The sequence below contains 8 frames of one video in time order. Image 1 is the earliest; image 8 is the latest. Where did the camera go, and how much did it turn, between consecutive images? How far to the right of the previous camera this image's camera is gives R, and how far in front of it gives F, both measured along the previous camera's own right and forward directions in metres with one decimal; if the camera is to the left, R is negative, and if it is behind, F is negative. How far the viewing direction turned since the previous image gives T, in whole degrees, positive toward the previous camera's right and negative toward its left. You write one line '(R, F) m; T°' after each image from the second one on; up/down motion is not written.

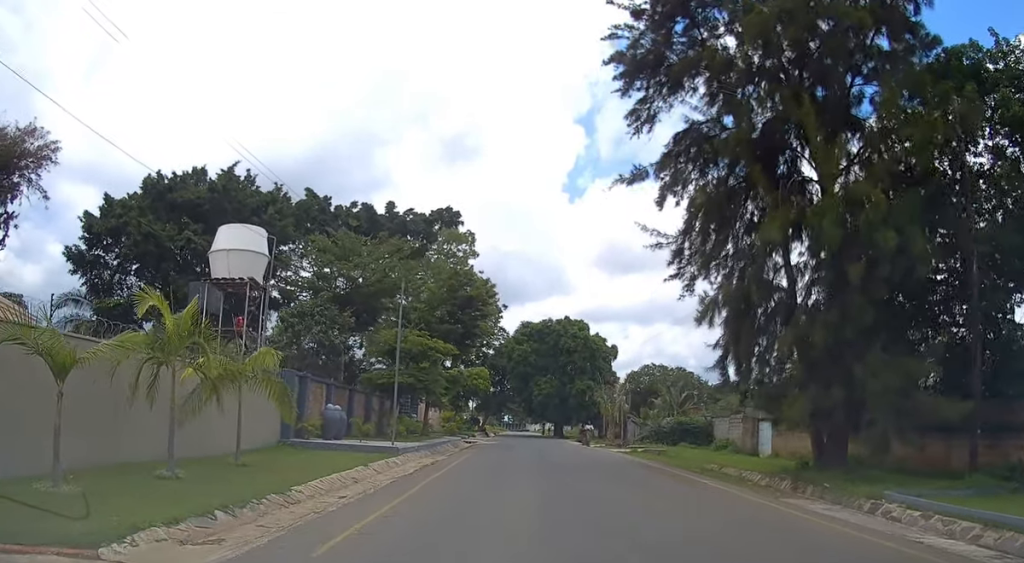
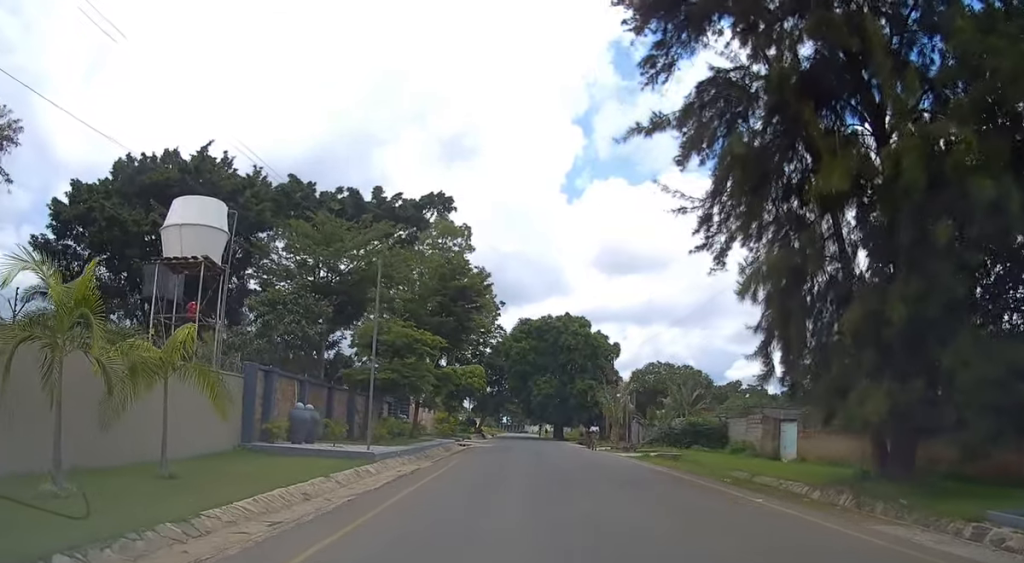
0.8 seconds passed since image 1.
(-0.1, +3.3) m; -1°
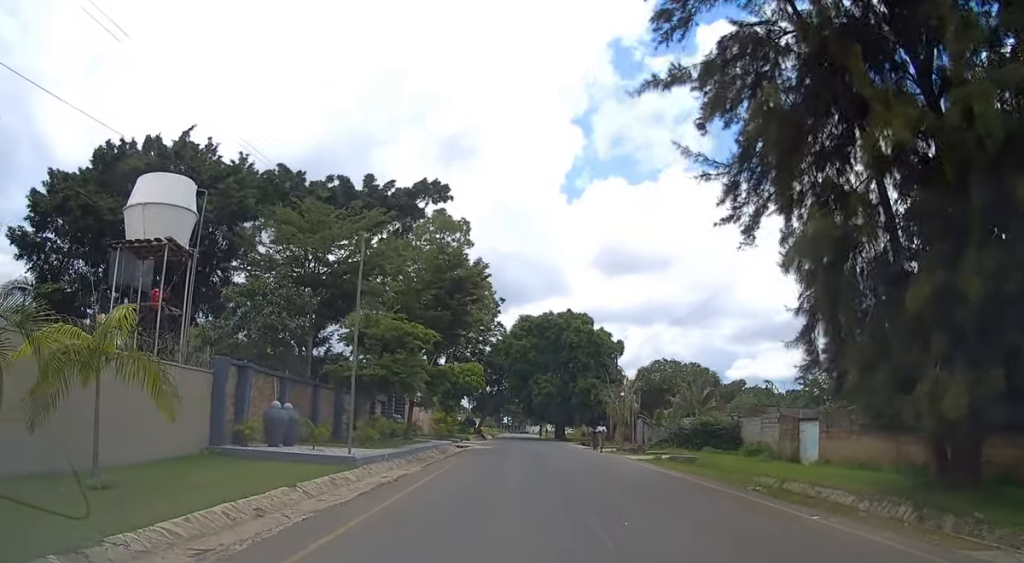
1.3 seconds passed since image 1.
(0.0, +2.3) m; 0°
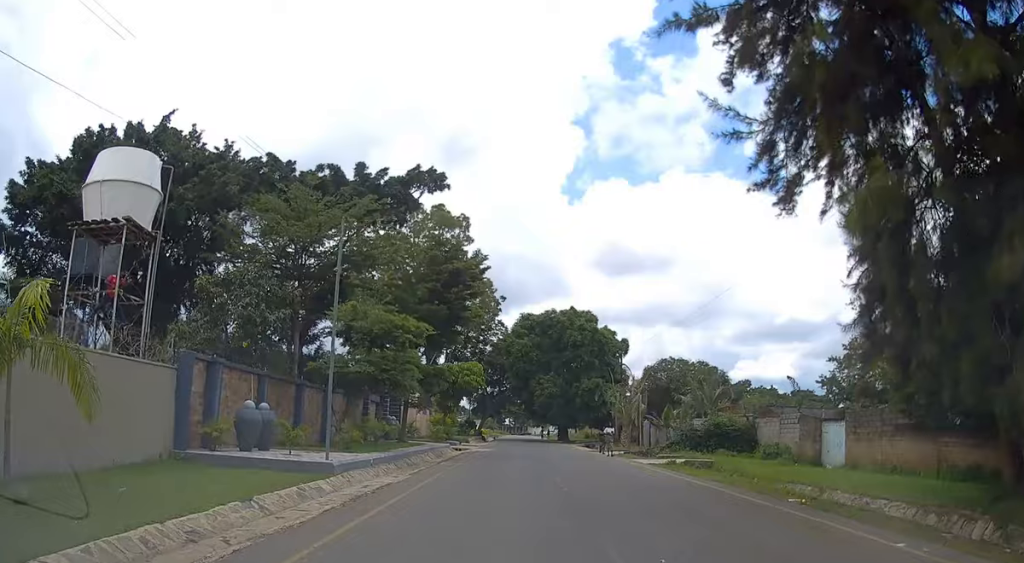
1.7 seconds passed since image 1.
(0.0, +2.2) m; 0°
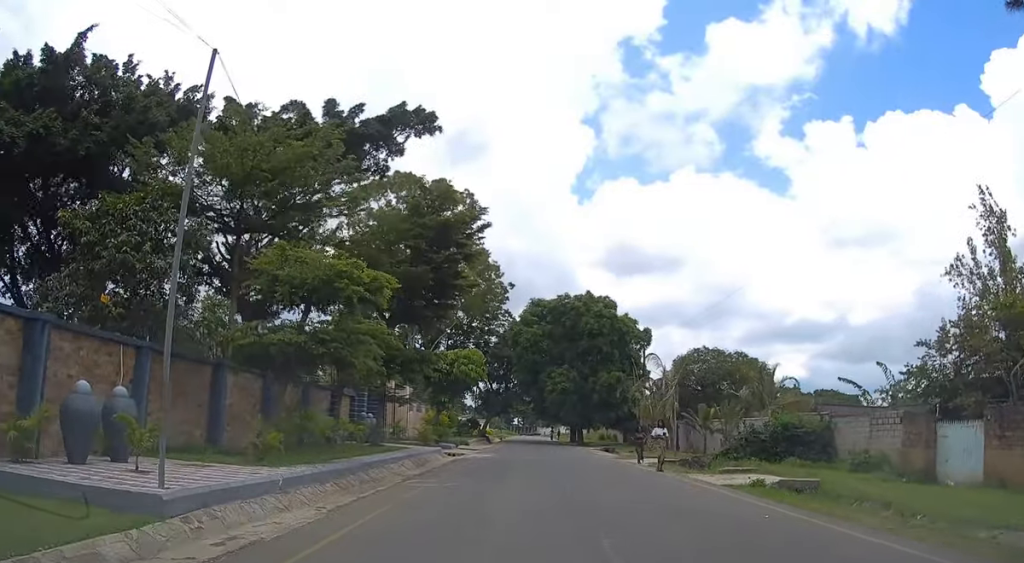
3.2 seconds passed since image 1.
(-0.1, +8.2) m; -1°
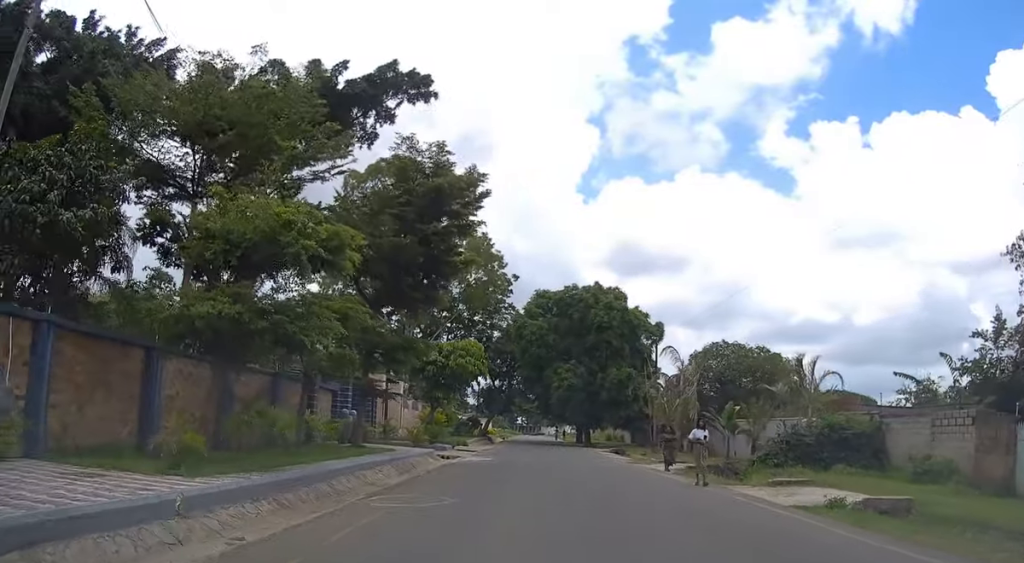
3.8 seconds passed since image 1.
(0.0, +4.0) m; 0°
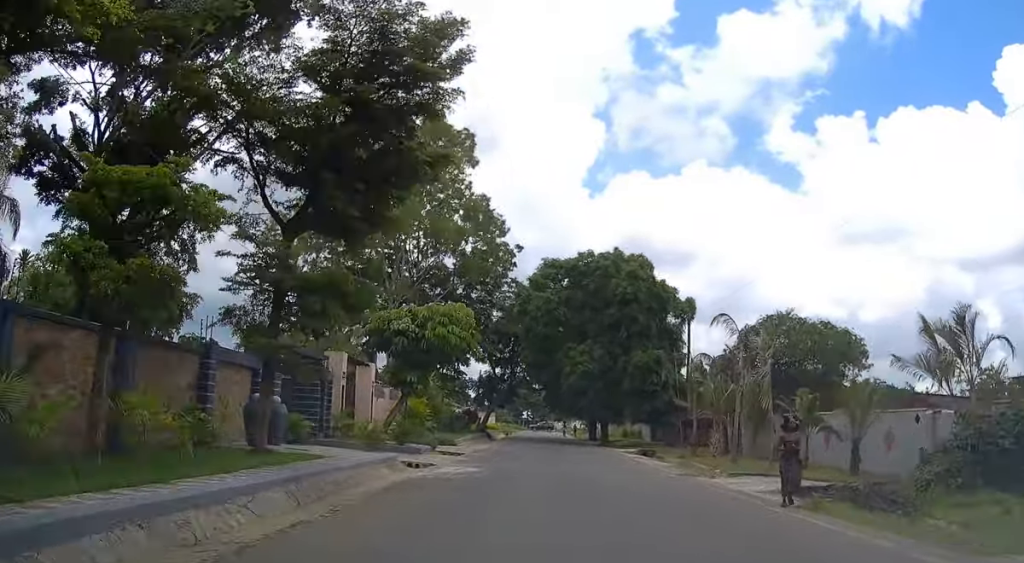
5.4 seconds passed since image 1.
(0.0, +10.0) m; 0°
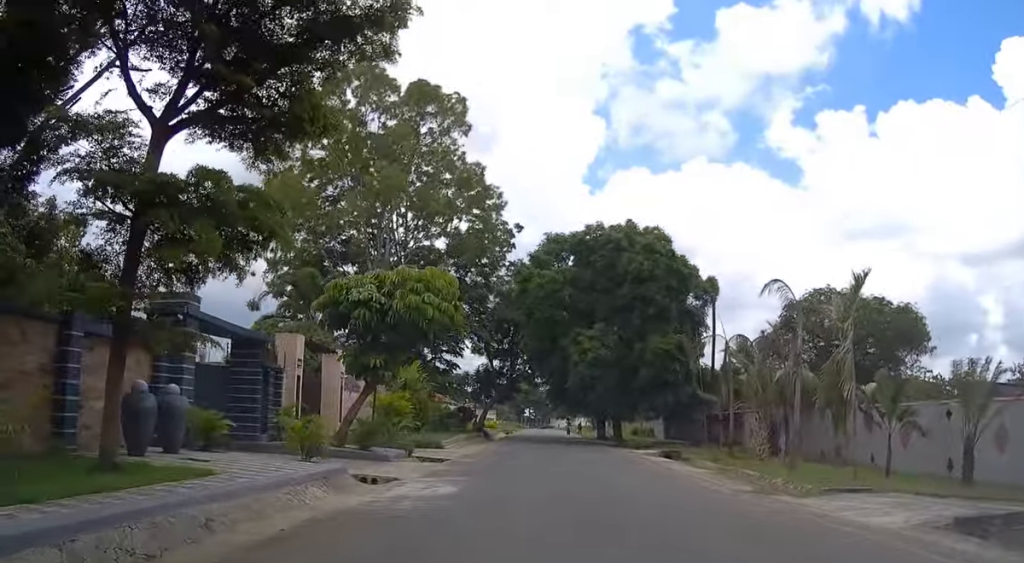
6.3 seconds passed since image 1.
(0.0, +6.3) m; 0°
